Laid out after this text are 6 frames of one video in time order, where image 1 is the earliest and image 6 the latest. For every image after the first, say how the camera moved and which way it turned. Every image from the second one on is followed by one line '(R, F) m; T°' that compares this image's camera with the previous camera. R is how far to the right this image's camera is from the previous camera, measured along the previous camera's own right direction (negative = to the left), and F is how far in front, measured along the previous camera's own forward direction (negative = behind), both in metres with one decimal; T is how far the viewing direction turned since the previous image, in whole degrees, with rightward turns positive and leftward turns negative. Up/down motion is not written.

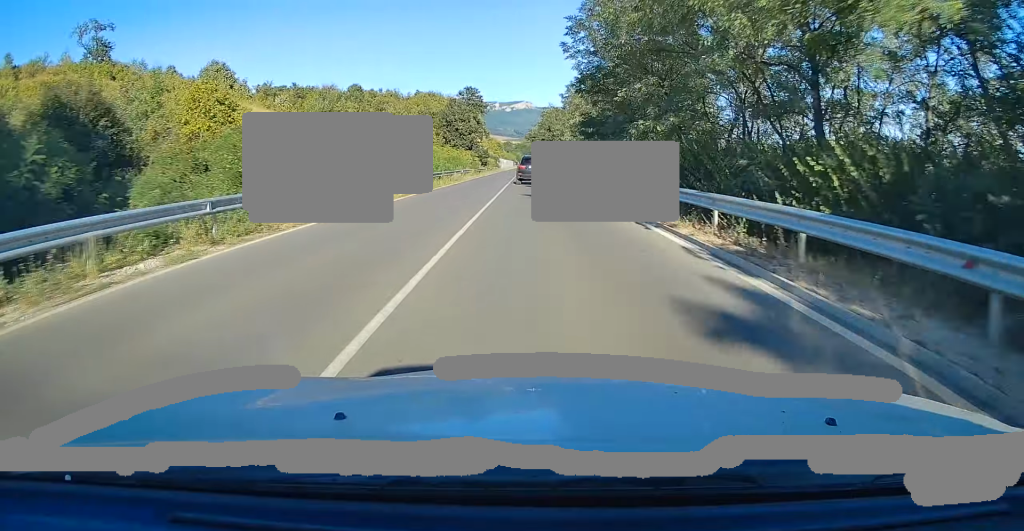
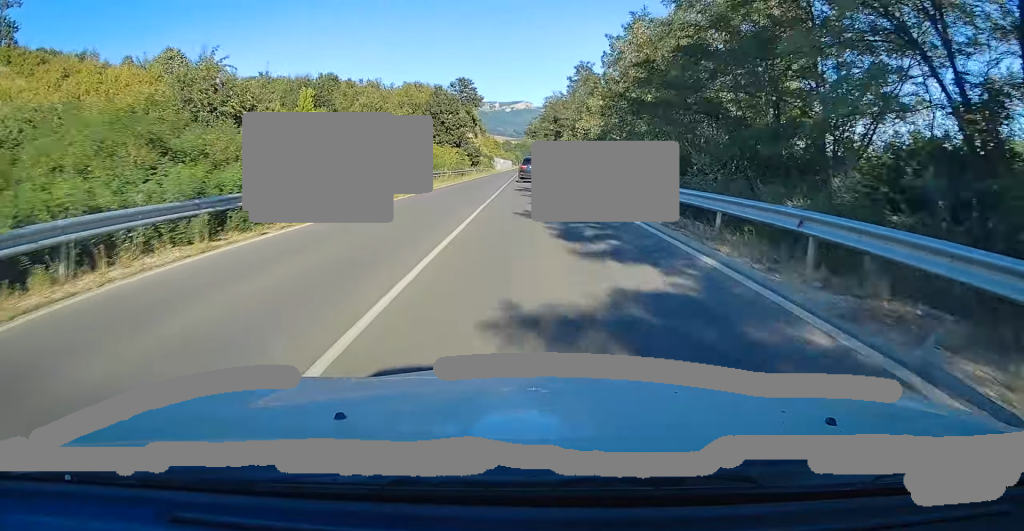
(0.0, +20.5) m; 0°
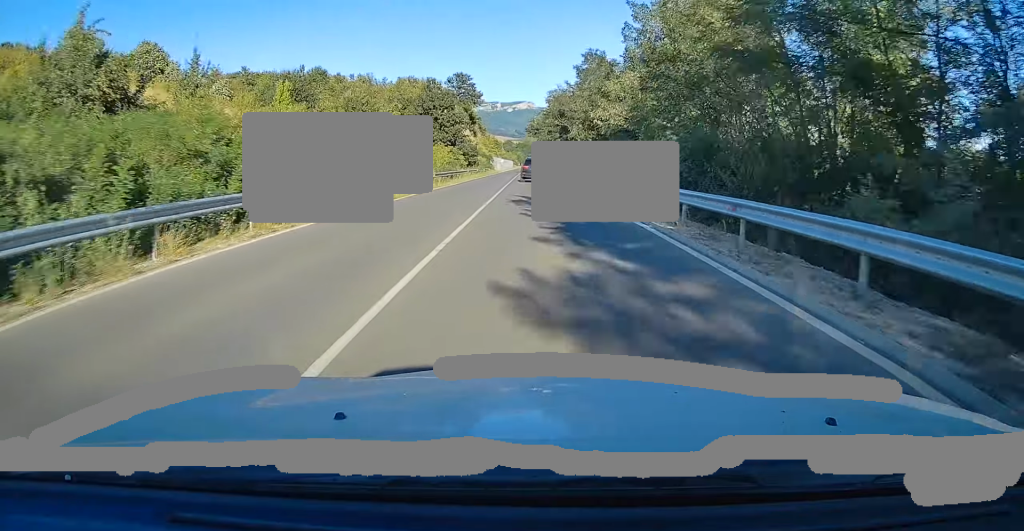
(0.0, +9.4) m; 0°
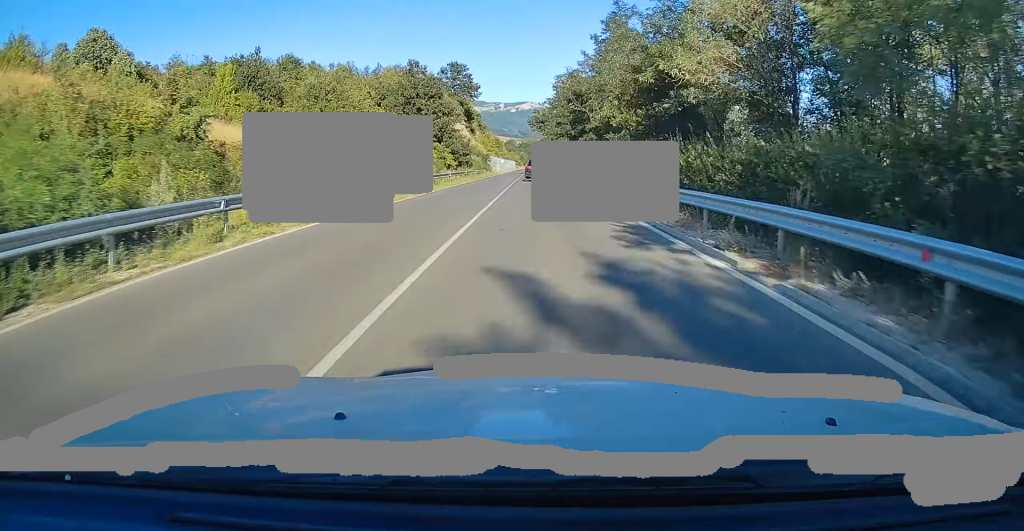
(0.0, +17.4) m; 0°
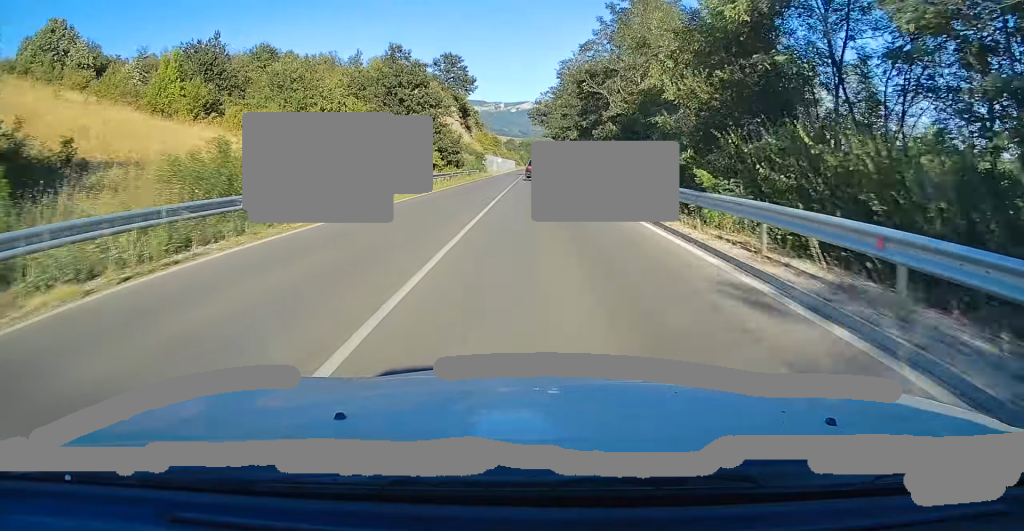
(0.0, +11.1) m; 0°
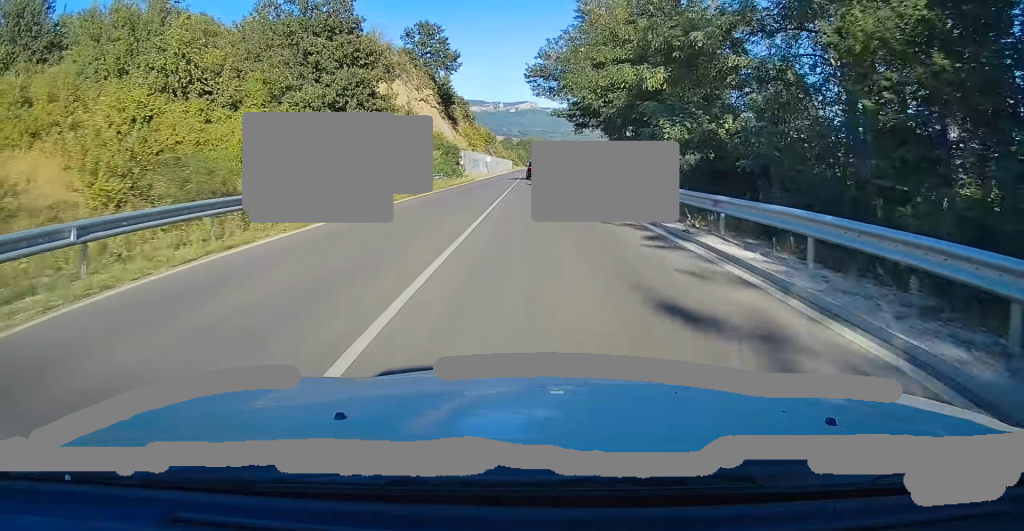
(+0.1, +29.3) m; 0°
